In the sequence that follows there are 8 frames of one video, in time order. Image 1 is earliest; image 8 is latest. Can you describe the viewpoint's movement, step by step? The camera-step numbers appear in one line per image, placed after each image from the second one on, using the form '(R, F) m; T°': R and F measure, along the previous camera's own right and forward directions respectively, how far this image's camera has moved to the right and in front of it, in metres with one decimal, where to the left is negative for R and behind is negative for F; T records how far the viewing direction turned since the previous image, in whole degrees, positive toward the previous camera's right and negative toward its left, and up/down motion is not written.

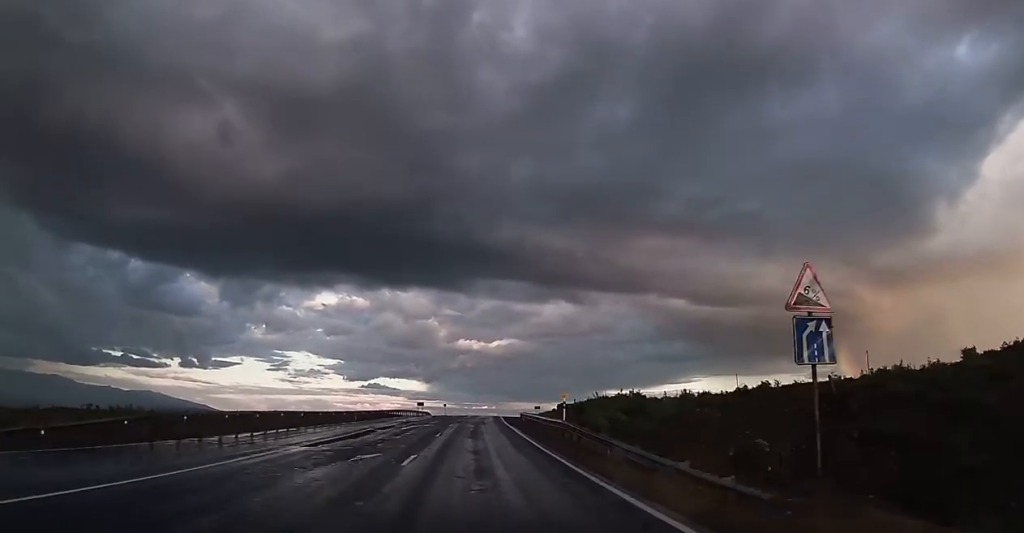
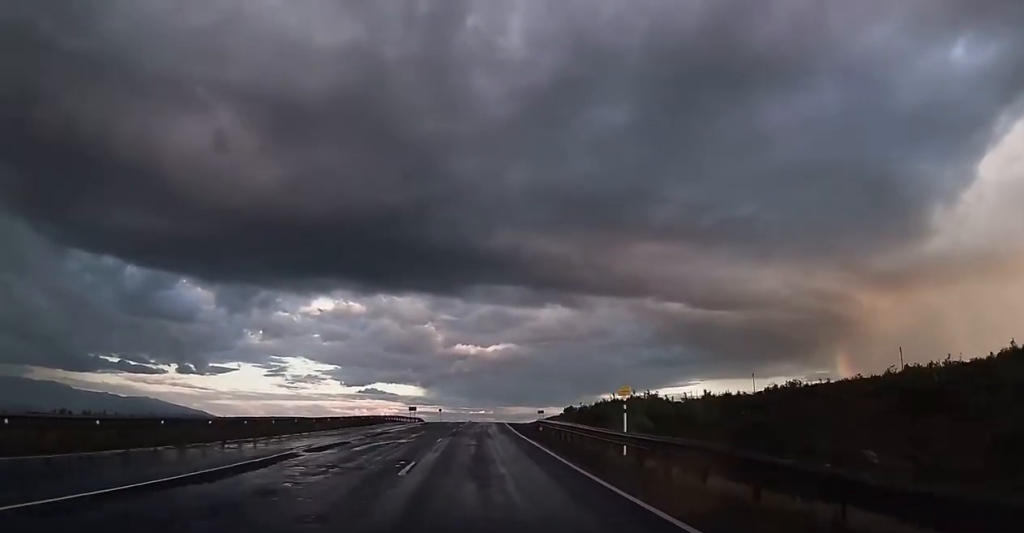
(0.0, +13.7) m; 0°
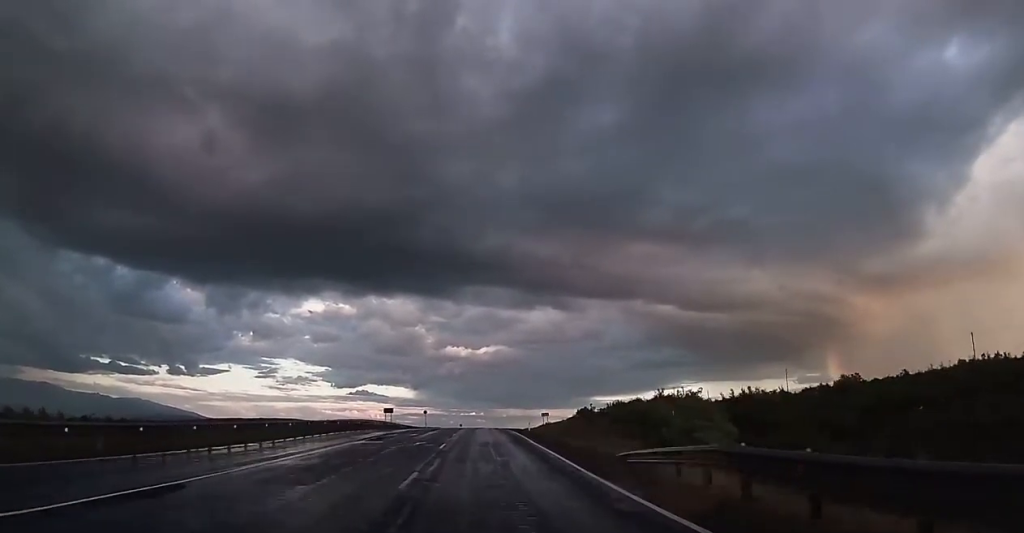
(0.0, +25.1) m; 0°
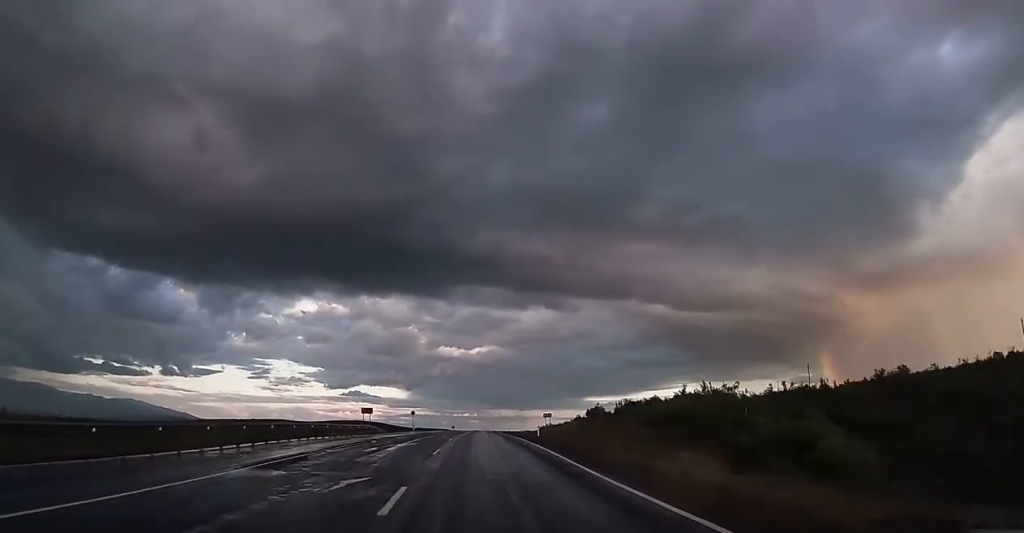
(0.0, +14.5) m; 0°
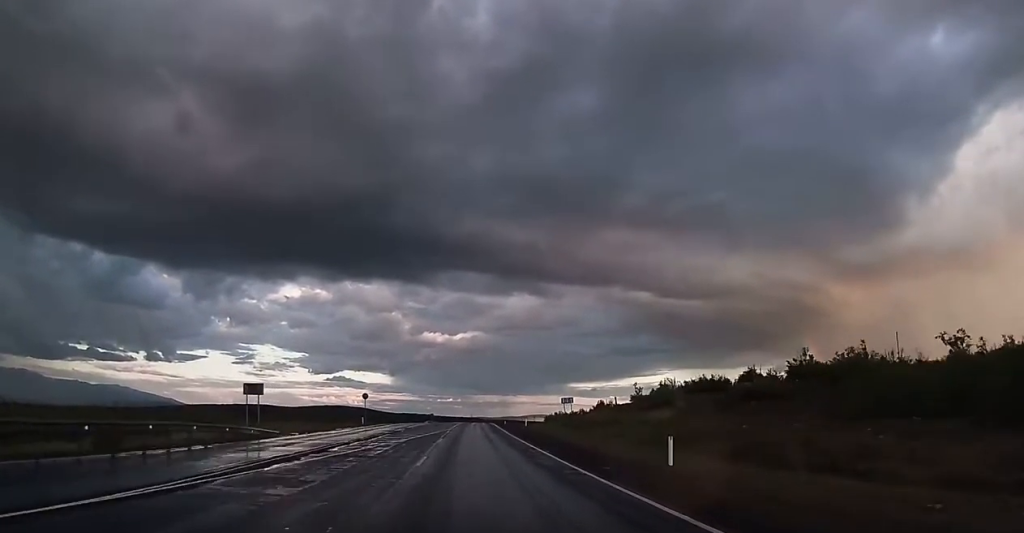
(+0.6, +39.1) m; +2°
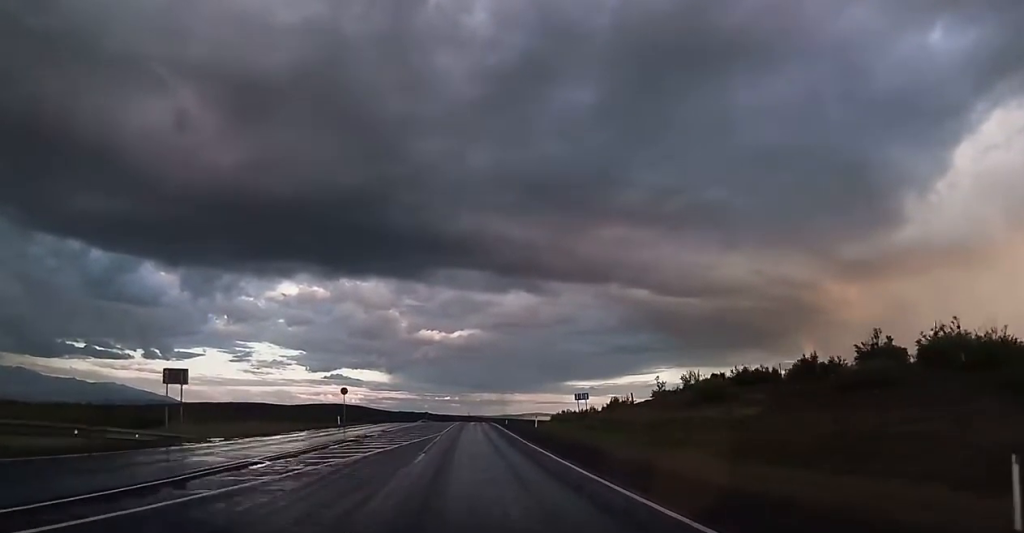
(+0.1, +11.6) m; 0°
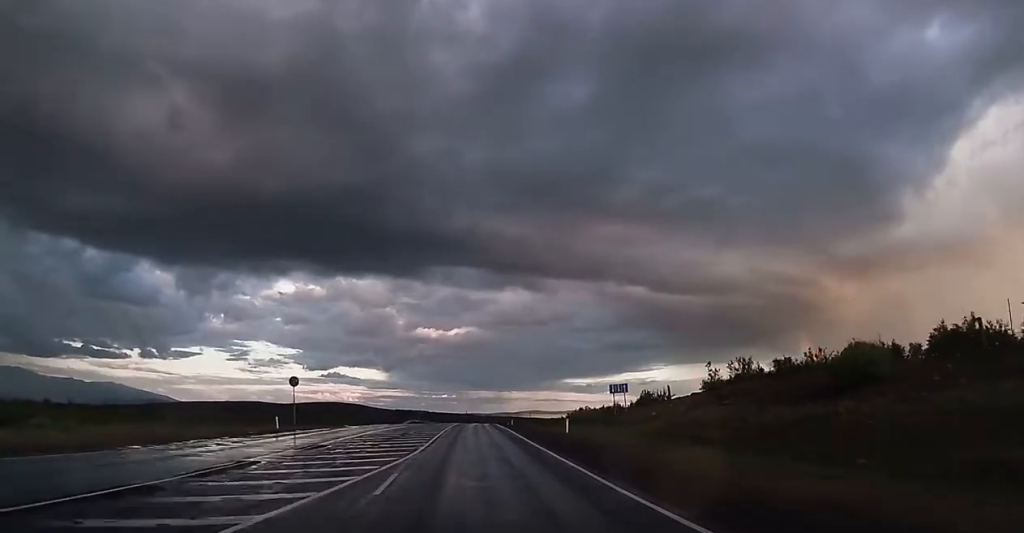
(0.0, +17.8) m; 0°
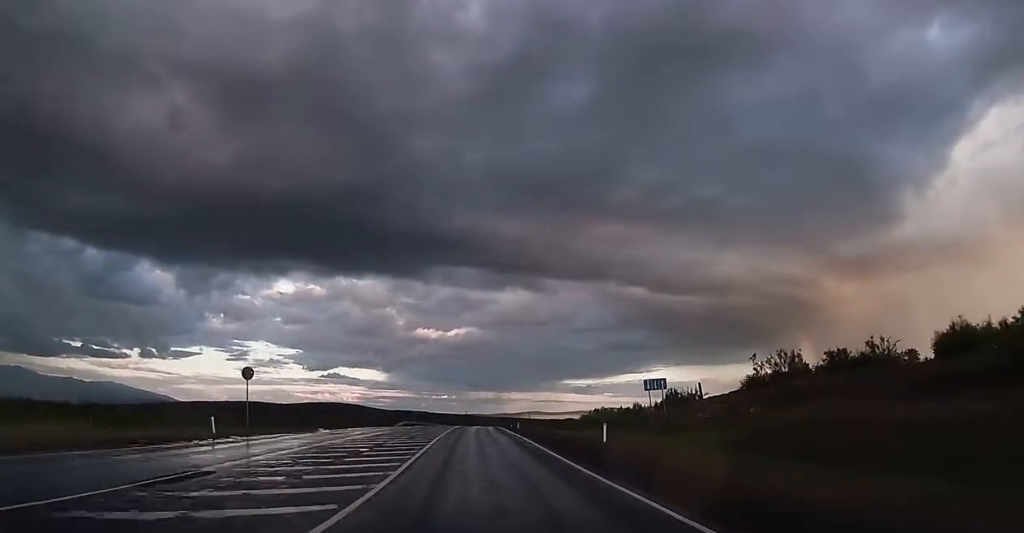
(+0.1, +10.2) m; 0°
